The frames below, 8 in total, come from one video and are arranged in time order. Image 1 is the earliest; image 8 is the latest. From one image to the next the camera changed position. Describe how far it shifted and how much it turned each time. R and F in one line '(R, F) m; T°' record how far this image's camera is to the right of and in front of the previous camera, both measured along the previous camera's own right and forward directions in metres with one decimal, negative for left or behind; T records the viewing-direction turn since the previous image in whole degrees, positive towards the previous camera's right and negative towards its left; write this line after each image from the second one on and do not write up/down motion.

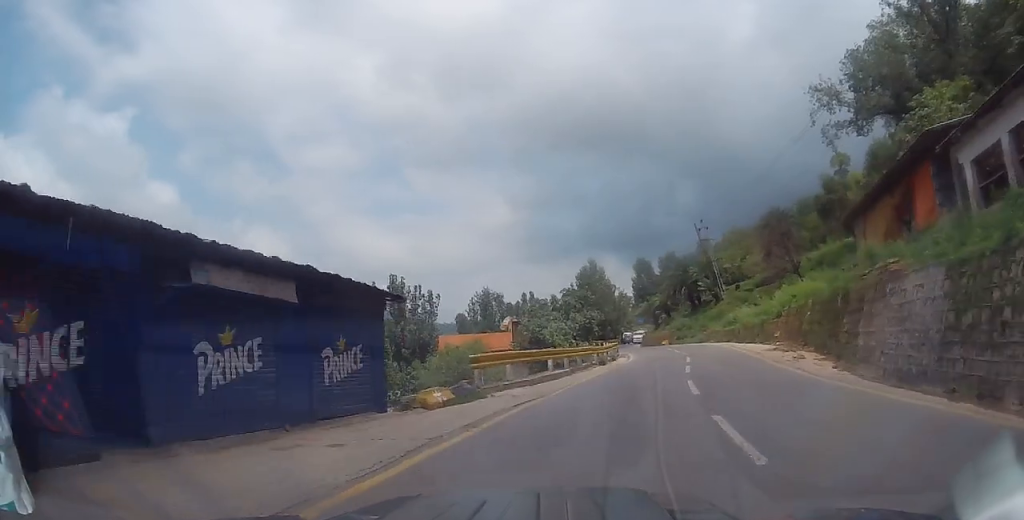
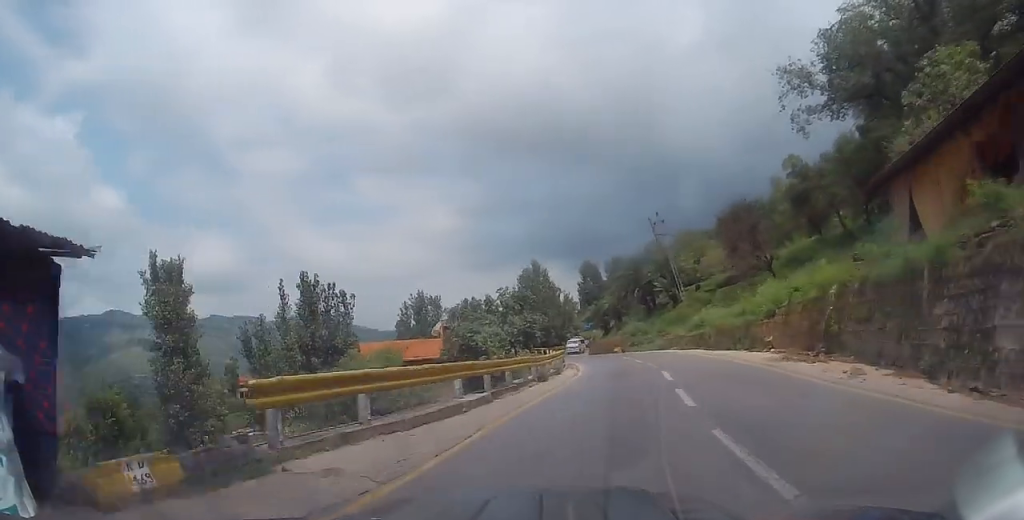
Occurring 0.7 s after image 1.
(+0.3, +7.7) m; +5°
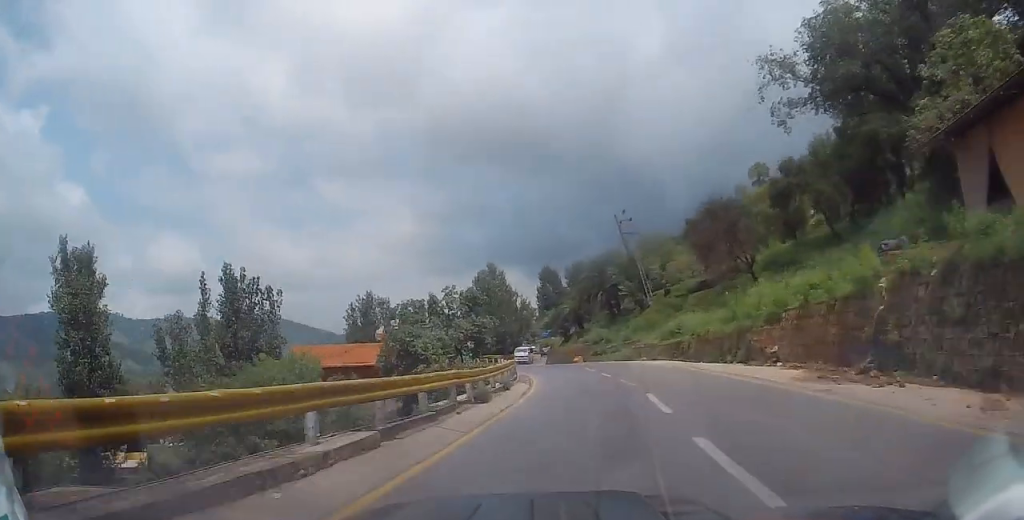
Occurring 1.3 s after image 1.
(+0.3, +5.7) m; +2°
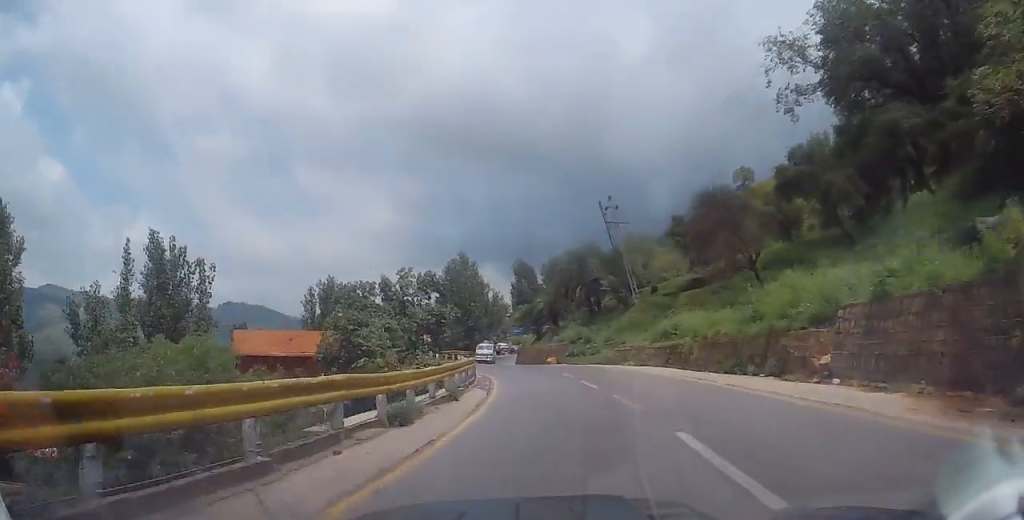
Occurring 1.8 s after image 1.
(+0.1, +6.1) m; +1°
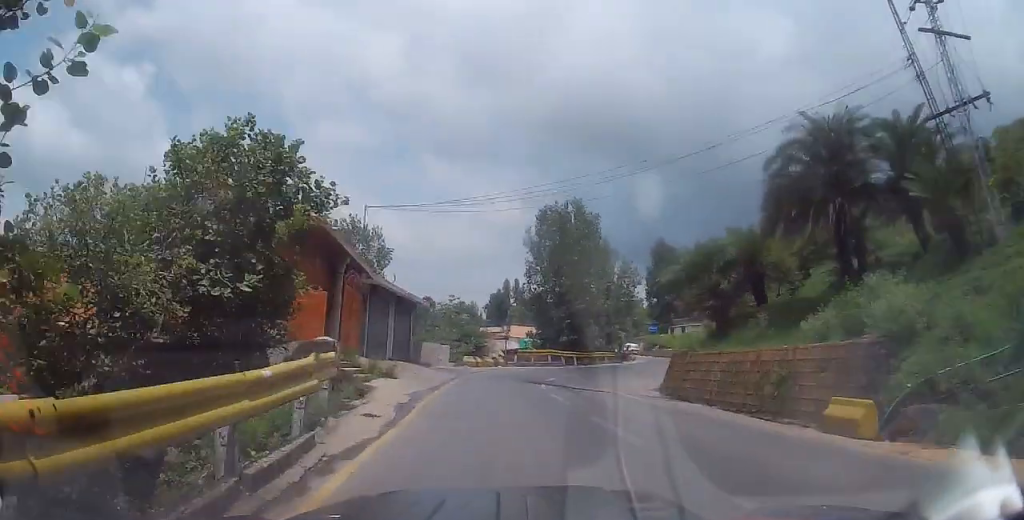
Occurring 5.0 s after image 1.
(-2.6, +33.8) m; -12°
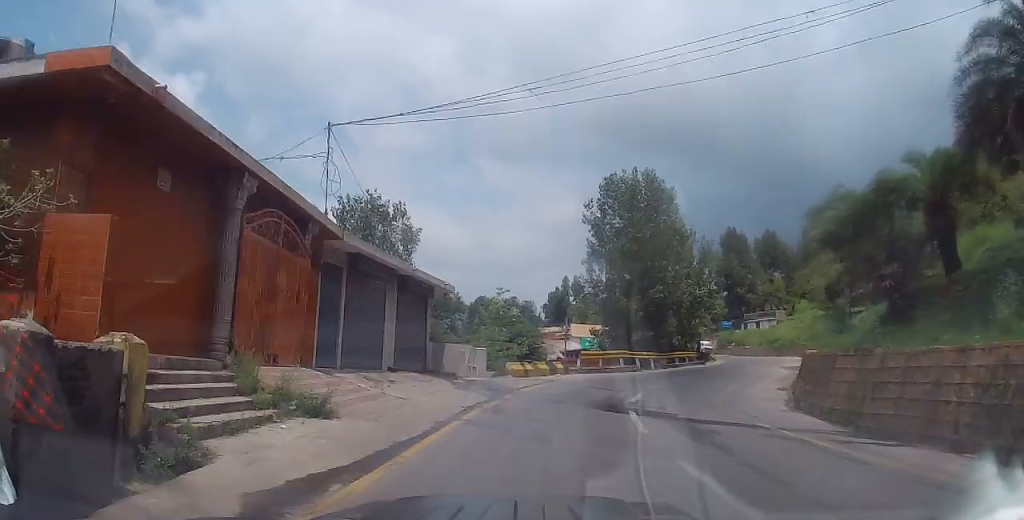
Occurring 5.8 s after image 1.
(-0.2, +9.4) m; -2°
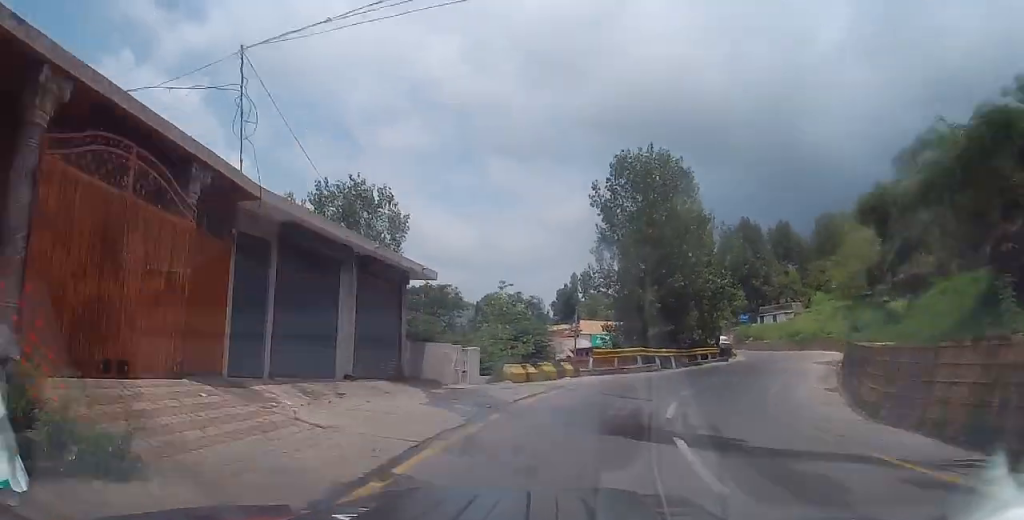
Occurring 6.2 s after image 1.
(-0.2, +4.3) m; 0°
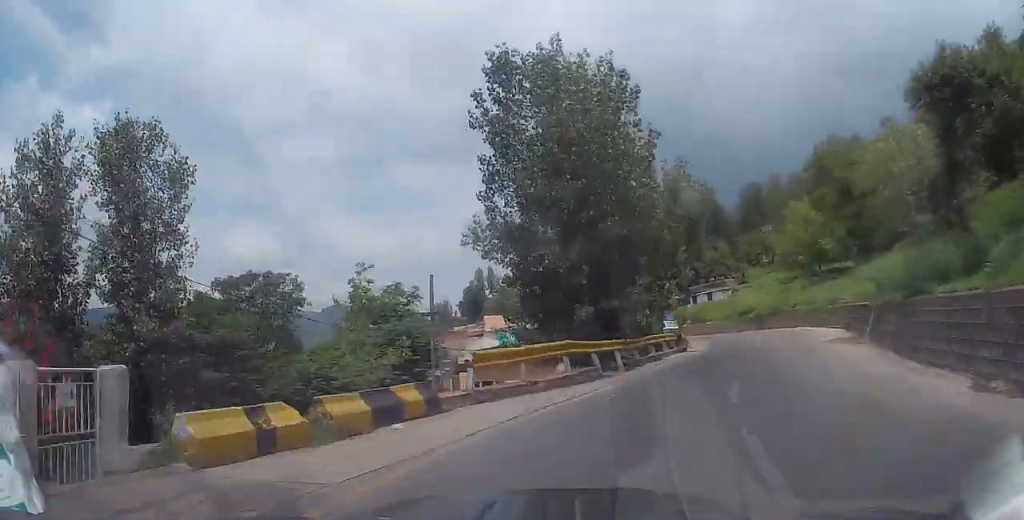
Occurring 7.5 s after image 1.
(+0.3, +13.5) m; +8°
